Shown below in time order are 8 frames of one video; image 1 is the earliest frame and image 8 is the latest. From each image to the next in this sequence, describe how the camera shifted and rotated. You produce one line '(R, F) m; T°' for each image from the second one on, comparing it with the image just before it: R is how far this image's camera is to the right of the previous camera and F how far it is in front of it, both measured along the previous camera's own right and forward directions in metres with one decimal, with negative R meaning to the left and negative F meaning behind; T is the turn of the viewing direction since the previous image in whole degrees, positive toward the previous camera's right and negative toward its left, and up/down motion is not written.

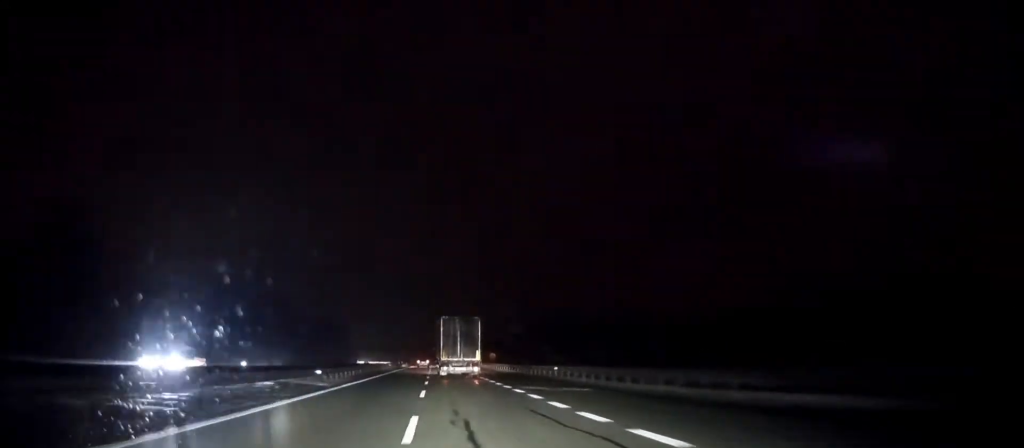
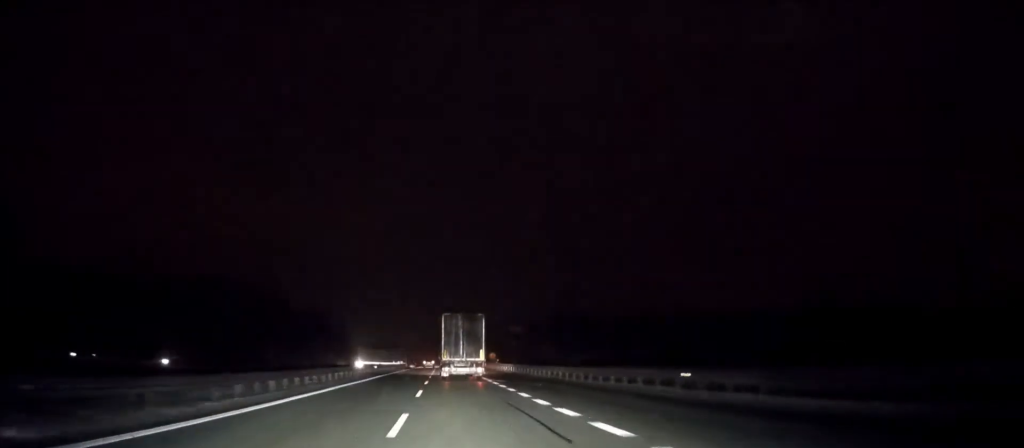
(+0.1, +22.5) m; 0°
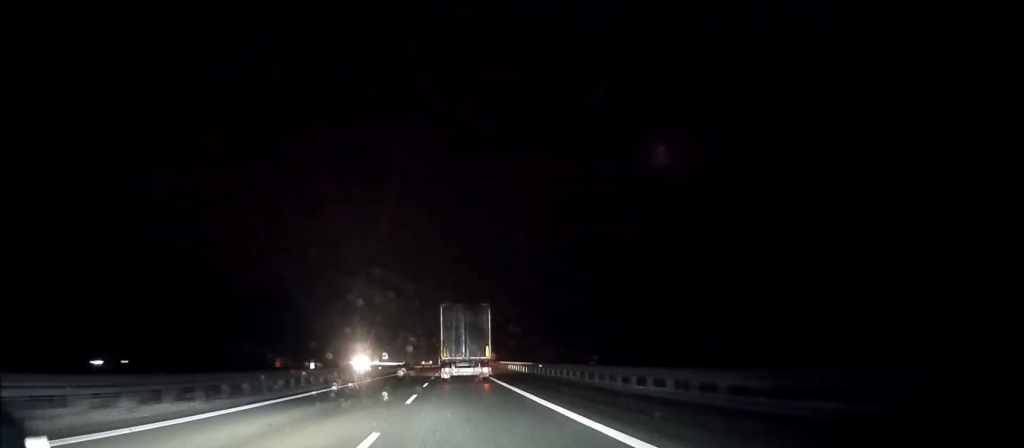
(-0.4, +51.4) m; -1°
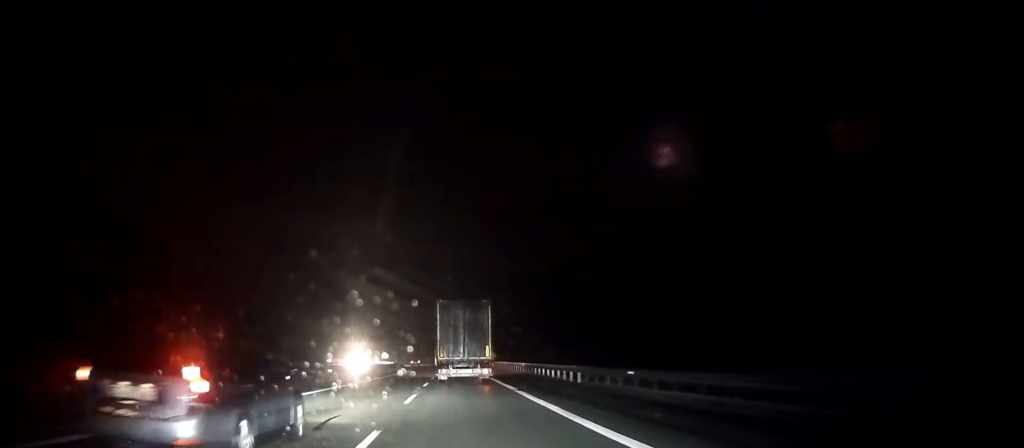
(0.0, +23.4) m; 0°
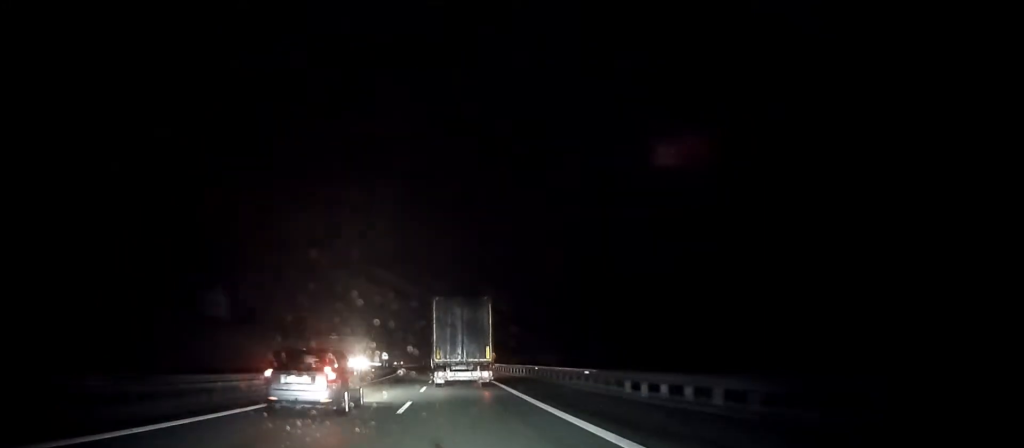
(-0.1, +25.7) m; 0°
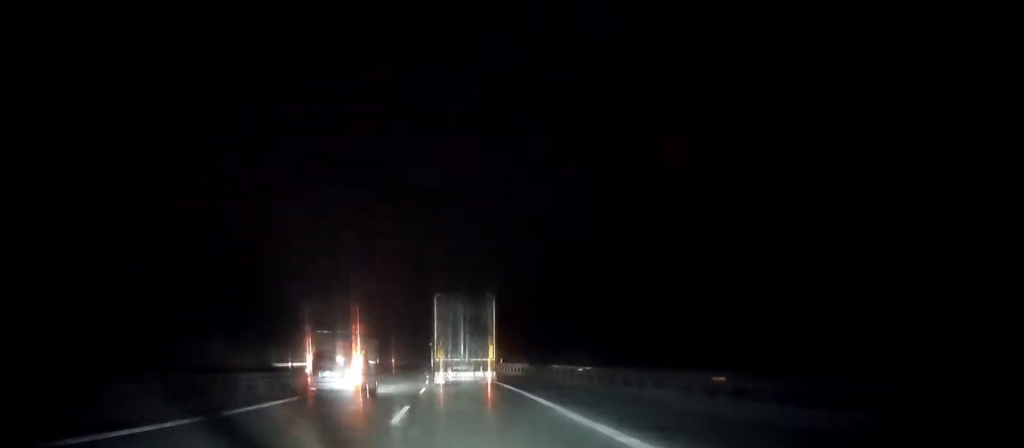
(0.0, +14.5) m; 0°
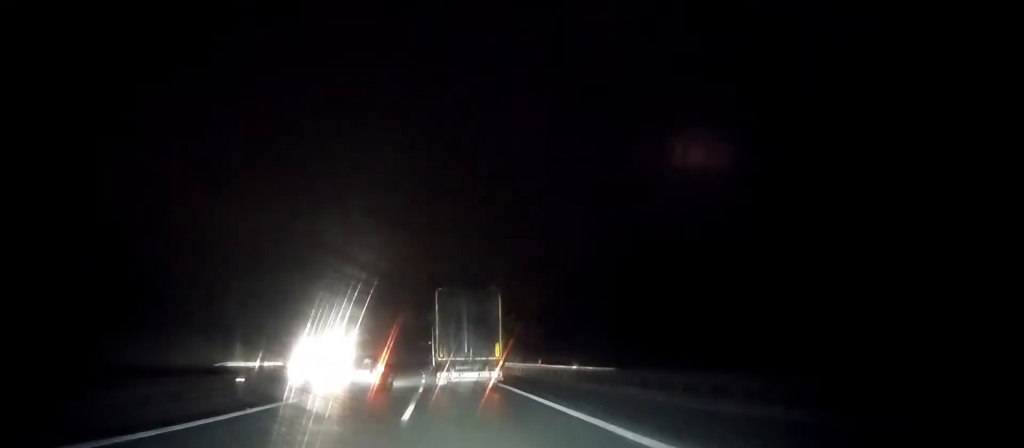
(0.0, +22.0) m; -1°
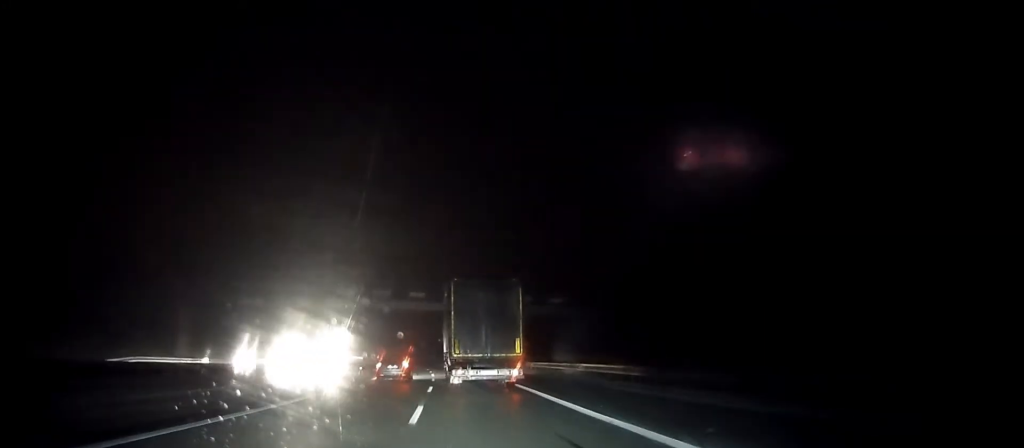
(-0.2, +24.4) m; -1°
